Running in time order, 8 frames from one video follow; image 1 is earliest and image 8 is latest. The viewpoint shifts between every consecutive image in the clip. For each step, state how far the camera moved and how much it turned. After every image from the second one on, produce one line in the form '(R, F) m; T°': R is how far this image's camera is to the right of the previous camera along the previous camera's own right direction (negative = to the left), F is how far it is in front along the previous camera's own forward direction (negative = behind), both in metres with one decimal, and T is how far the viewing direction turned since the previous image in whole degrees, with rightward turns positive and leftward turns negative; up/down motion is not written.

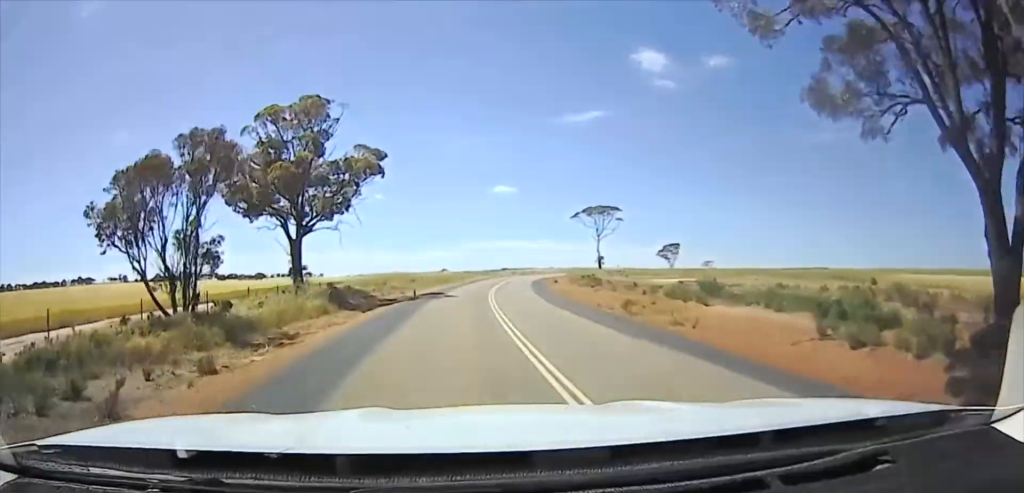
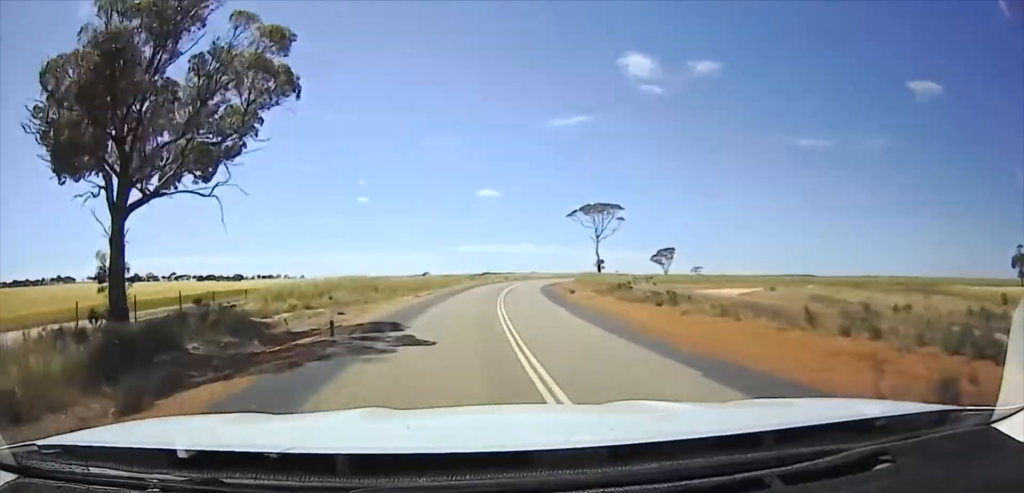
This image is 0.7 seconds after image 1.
(0.0, +16.8) m; +1°
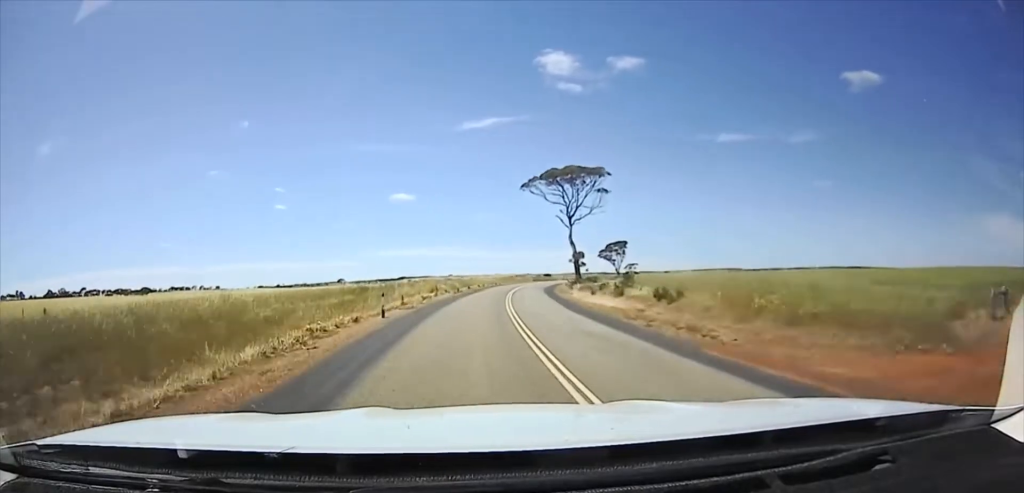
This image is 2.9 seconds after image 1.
(+1.5, +57.9) m; 0°
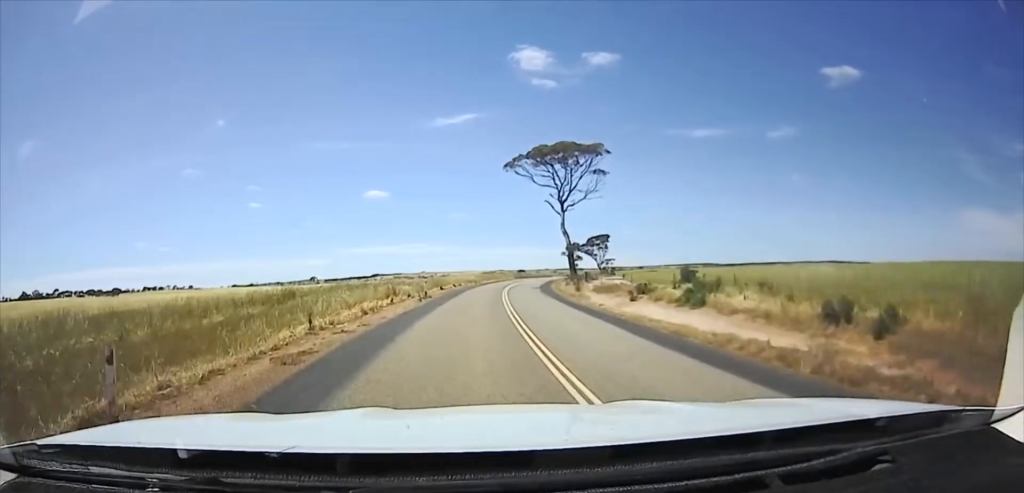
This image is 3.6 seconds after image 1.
(-0.5, +20.8) m; -1°
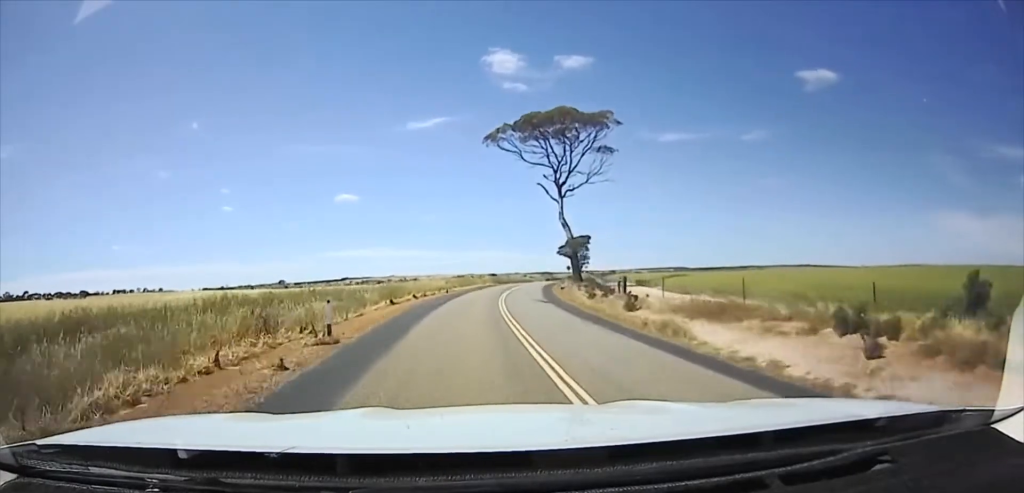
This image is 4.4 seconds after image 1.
(0.0, +27.0) m; 0°
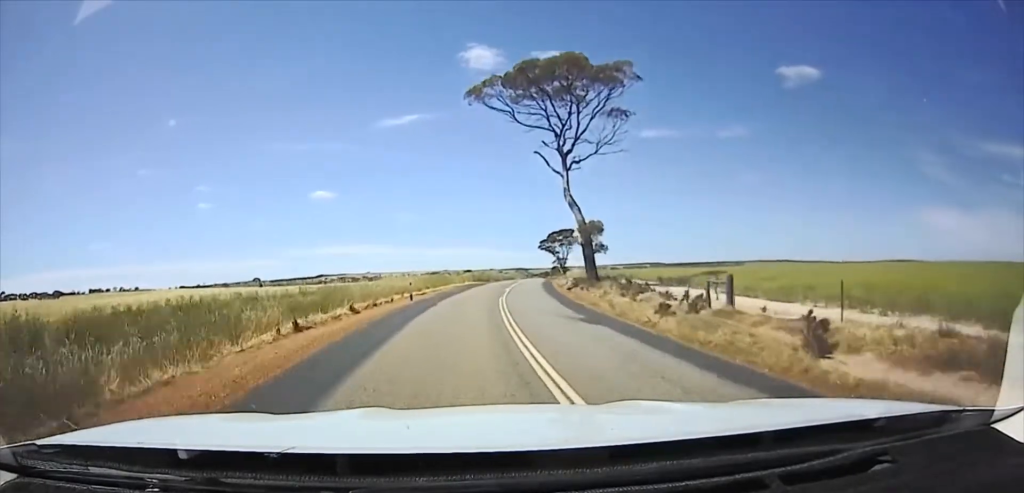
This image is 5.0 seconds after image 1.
(0.0, +20.0) m; 0°
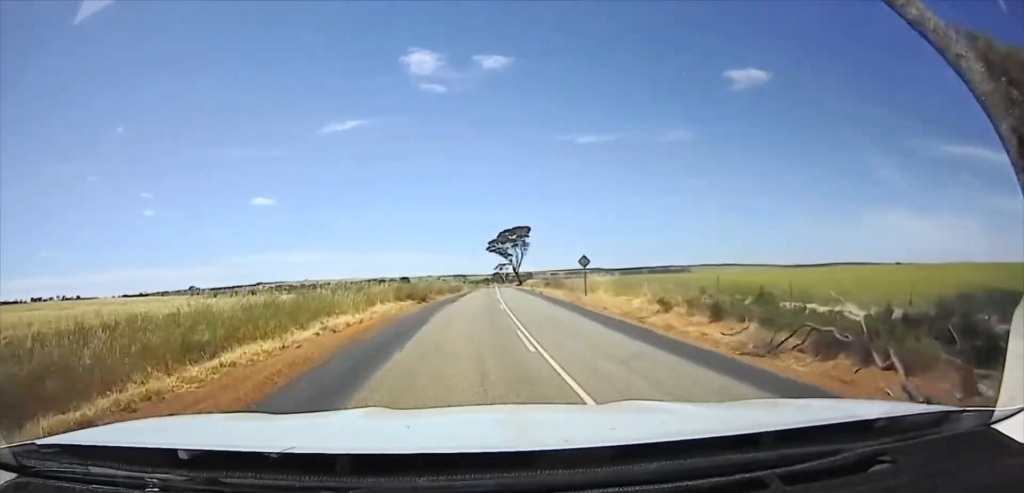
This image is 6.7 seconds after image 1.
(-0.8, +47.2) m; -3°
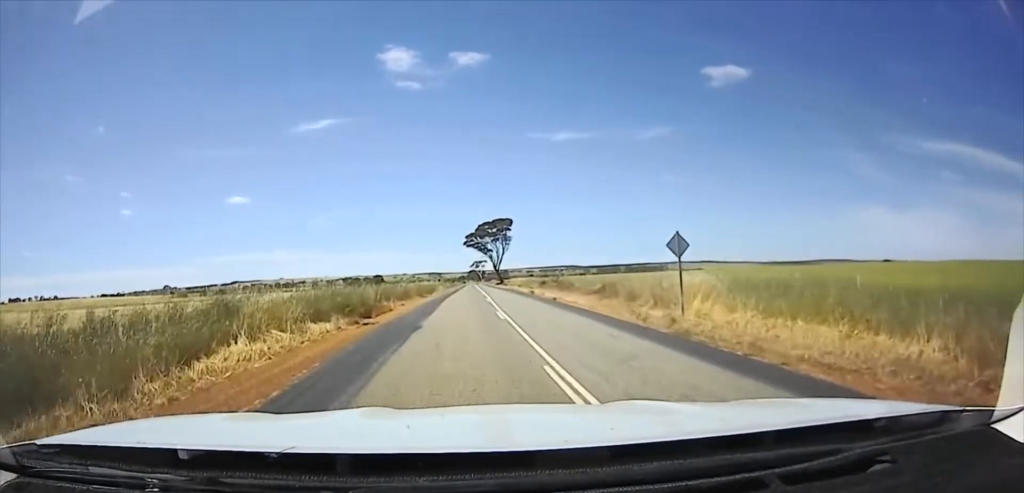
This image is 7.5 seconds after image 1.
(-1.1, +19.9) m; +1°
